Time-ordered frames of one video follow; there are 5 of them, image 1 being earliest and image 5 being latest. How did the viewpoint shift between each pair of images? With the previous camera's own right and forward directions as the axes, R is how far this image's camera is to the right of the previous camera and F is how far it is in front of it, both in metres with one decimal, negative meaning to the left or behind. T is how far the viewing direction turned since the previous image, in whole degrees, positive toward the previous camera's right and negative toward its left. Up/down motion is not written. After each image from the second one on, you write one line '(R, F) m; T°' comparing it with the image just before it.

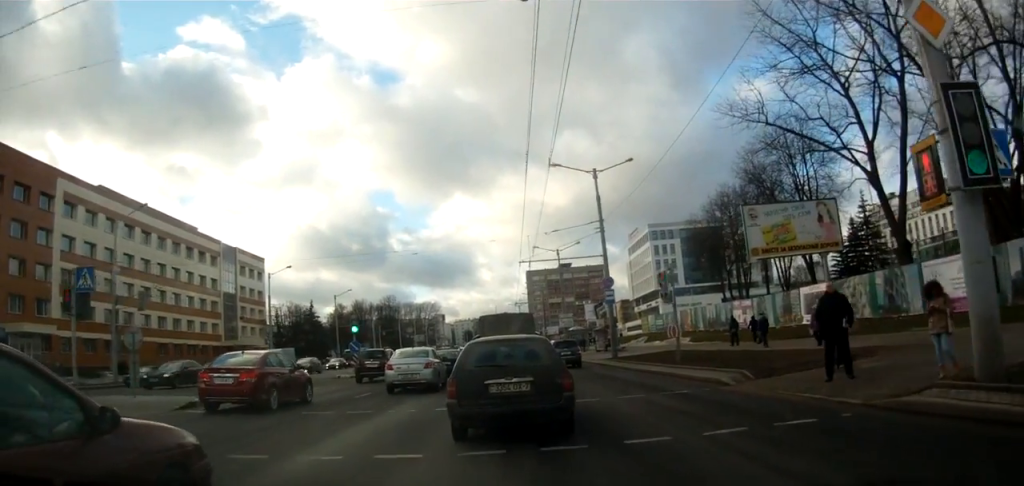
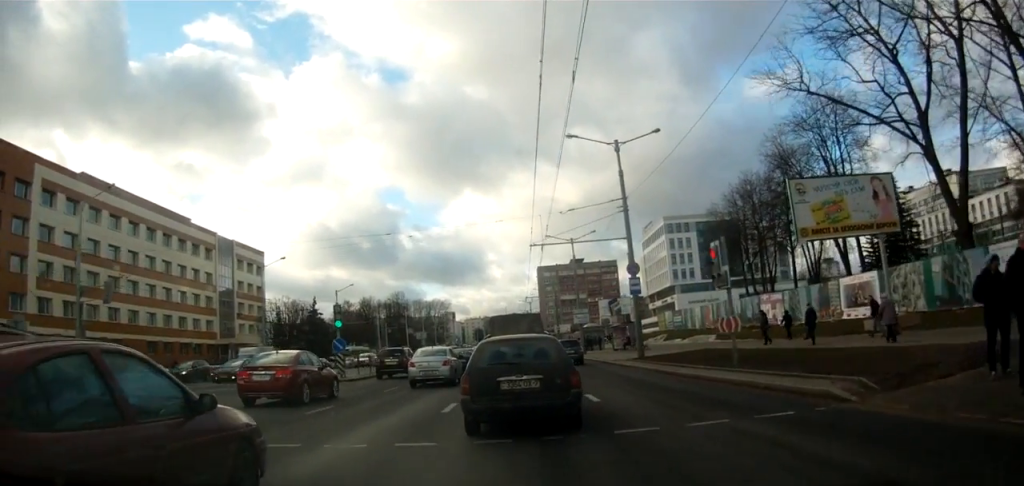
(-0.1, +5.3) m; -6°
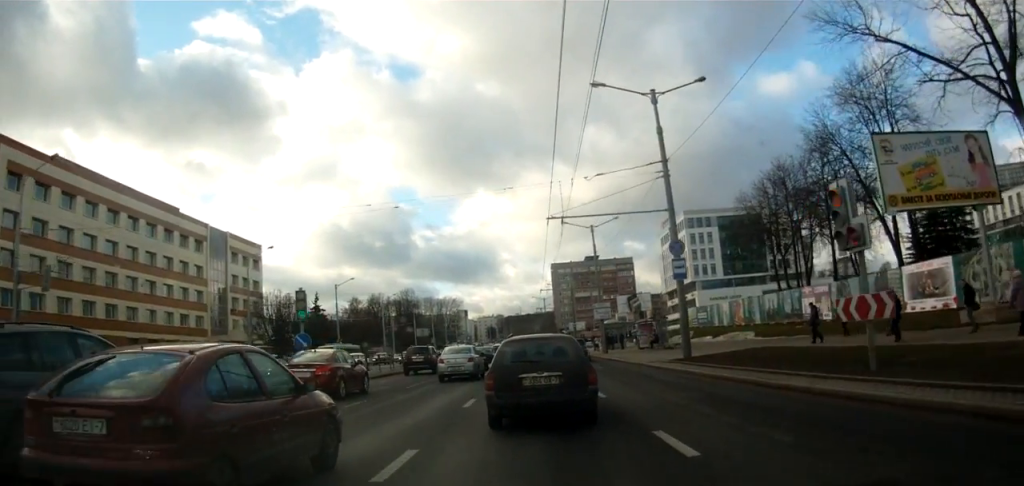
(-0.6, +7.2) m; 0°
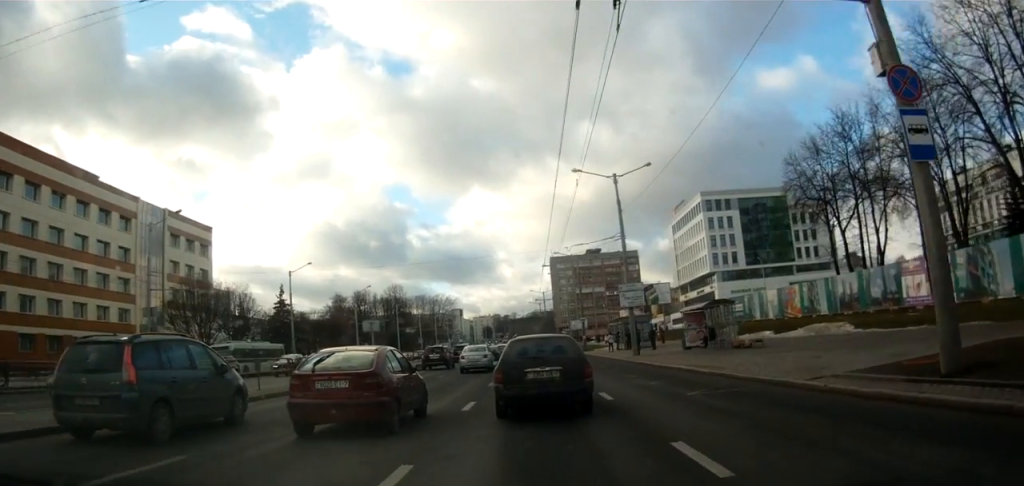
(+1.4, +17.0) m; 0°
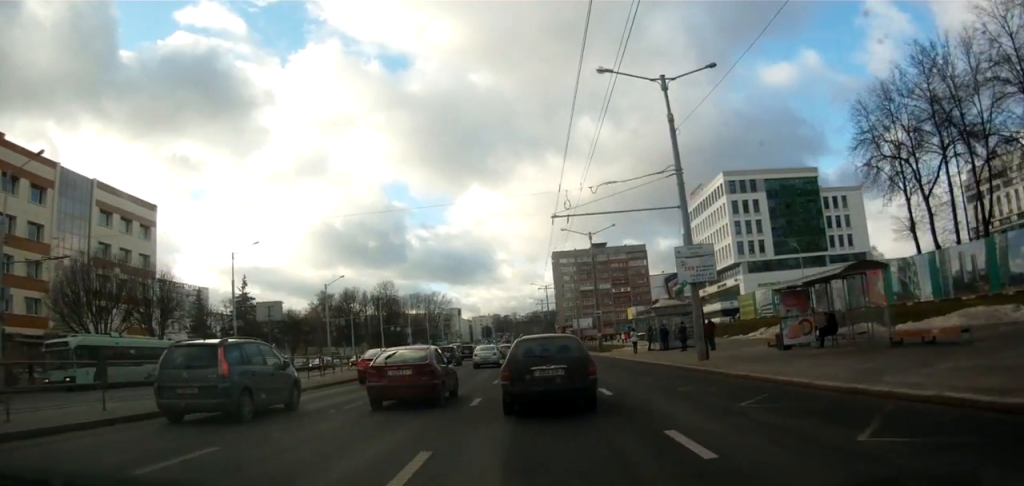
(-0.7, +15.2) m; -3°
